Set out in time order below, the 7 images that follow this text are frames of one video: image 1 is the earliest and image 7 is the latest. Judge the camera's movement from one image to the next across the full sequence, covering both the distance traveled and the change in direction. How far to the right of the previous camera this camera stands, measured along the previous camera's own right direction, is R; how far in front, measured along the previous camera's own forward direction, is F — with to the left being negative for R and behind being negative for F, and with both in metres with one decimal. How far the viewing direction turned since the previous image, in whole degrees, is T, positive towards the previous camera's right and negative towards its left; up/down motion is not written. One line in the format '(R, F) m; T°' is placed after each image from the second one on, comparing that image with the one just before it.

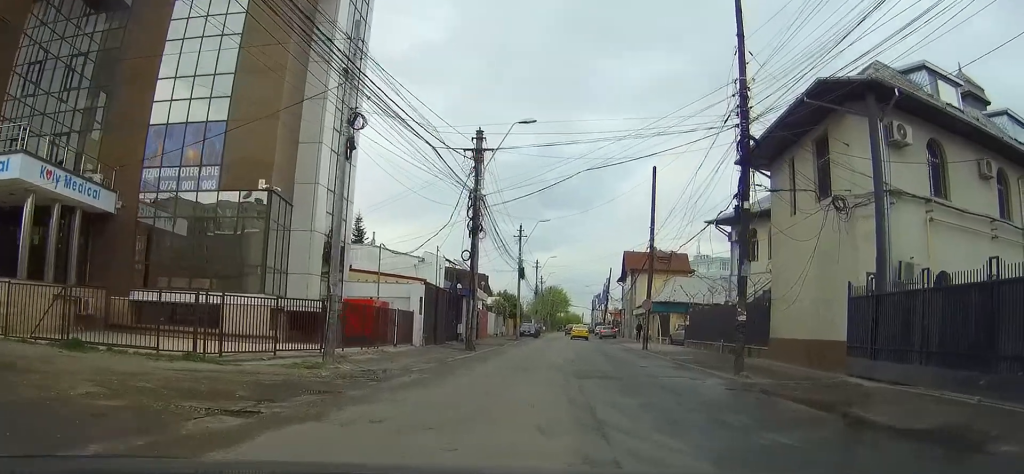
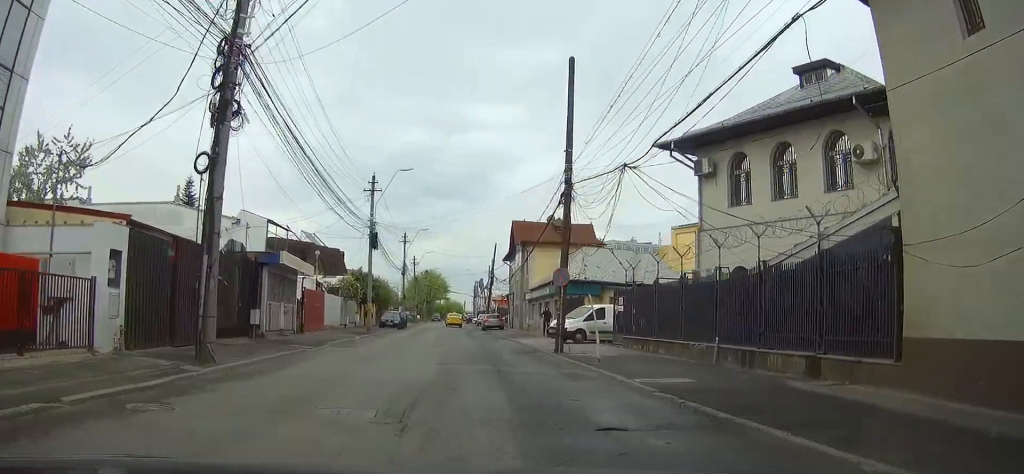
(+2.0, +14.6) m; +10°
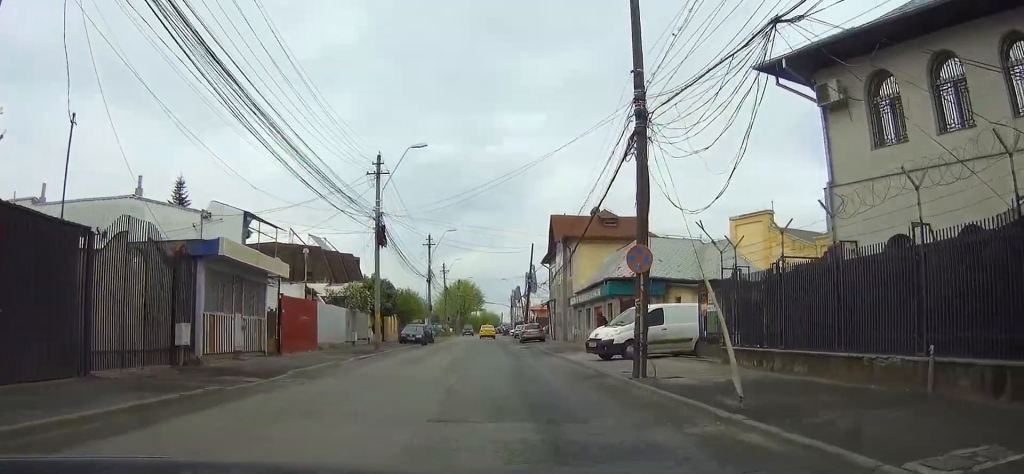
(-0.1, +8.8) m; -2°
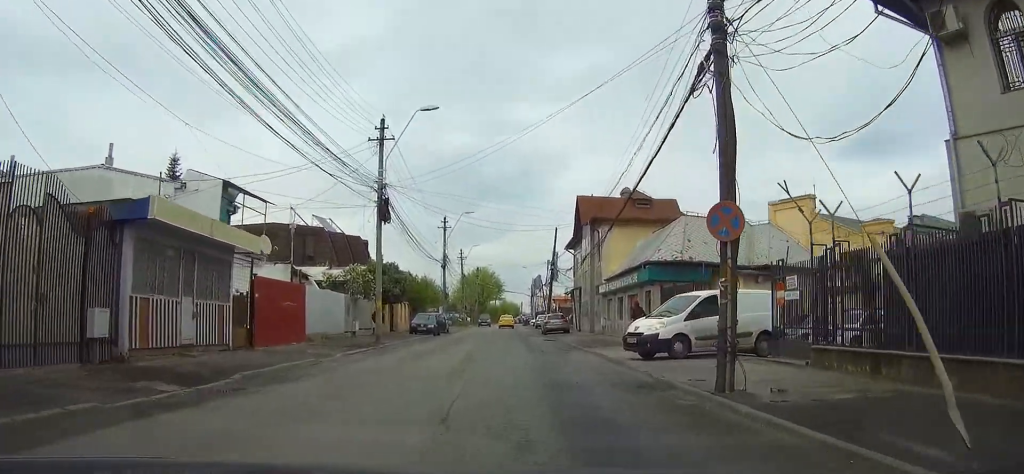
(+0.1, +5.0) m; -2°
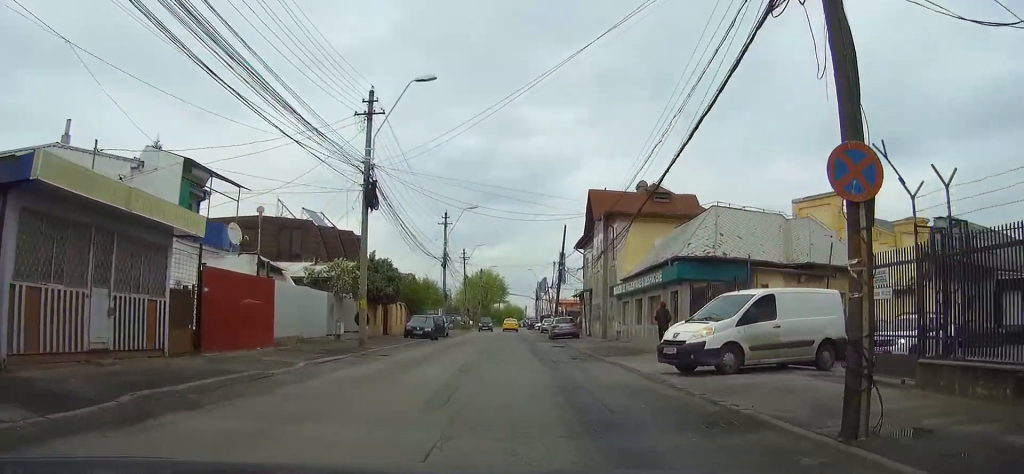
(-0.2, +4.2) m; -1°
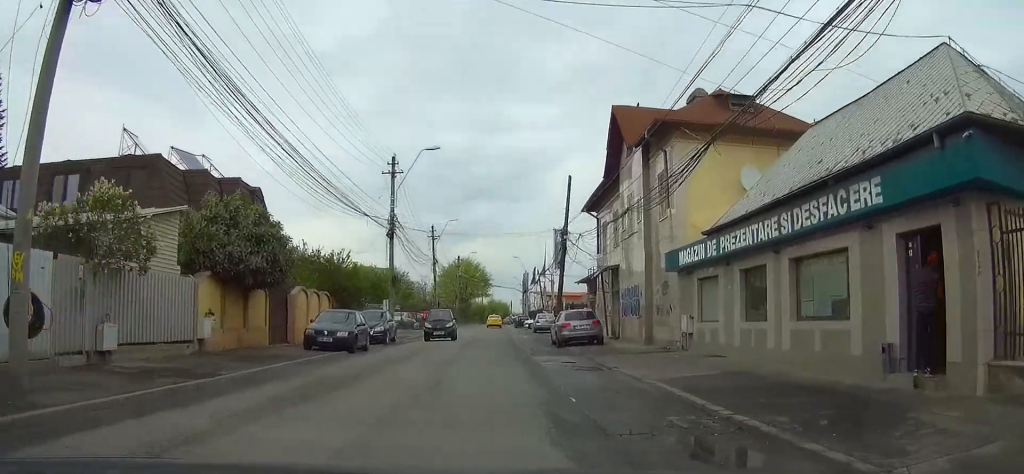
(+0.3, +17.6) m; +5°
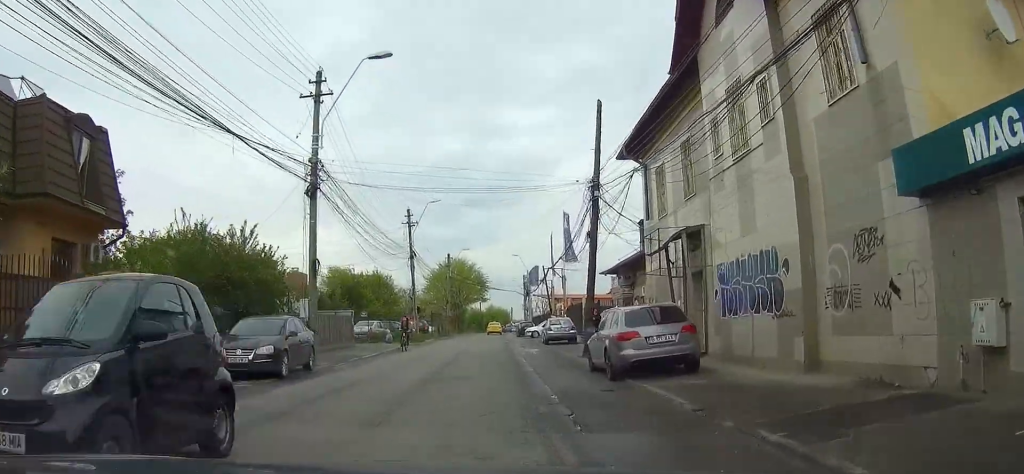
(+0.3, +14.3) m; 0°
